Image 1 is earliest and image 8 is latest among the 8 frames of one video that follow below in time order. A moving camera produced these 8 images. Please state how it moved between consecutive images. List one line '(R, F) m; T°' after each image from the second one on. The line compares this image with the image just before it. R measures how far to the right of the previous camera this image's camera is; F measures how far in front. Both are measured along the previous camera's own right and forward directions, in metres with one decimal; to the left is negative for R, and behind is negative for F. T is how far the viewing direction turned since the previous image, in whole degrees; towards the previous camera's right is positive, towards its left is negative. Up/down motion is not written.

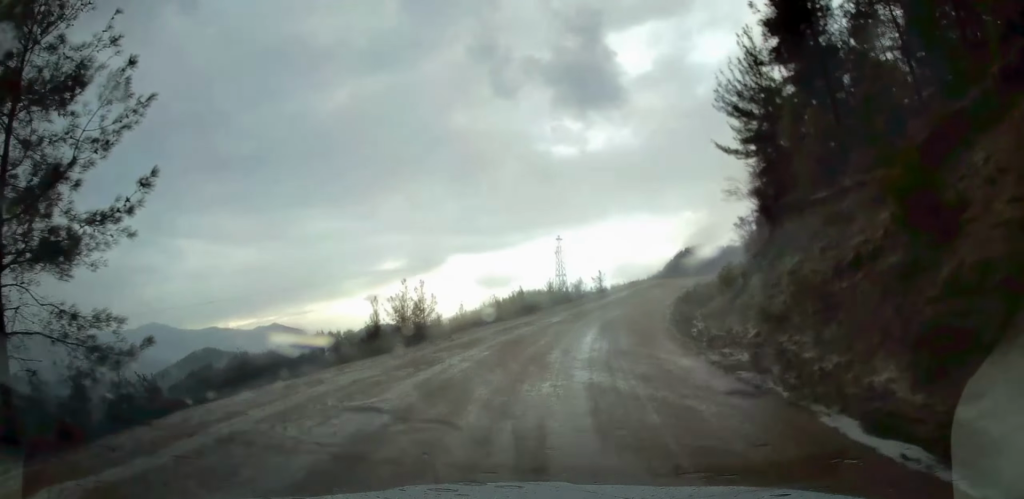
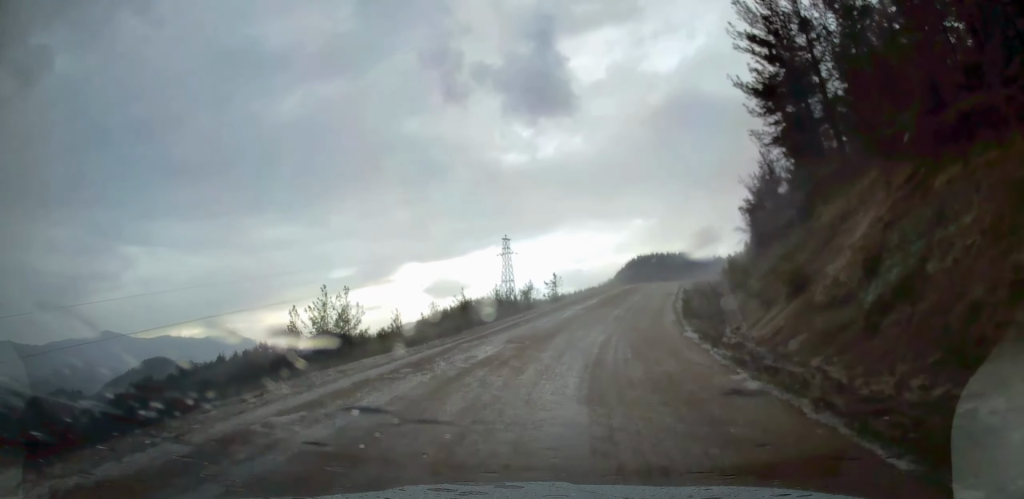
(+0.5, +12.9) m; +5°
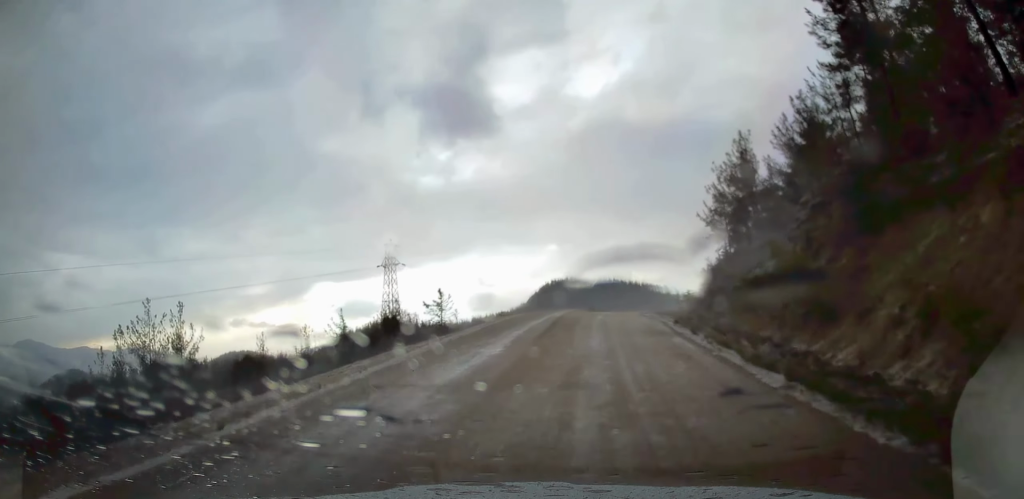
(+1.6, +19.9) m; +9°
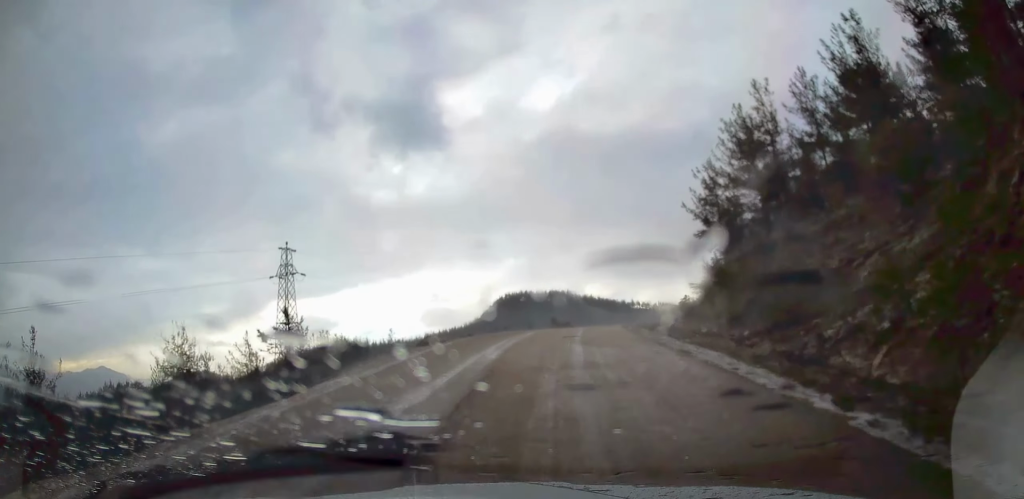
(+0.7, +15.3) m; +3°
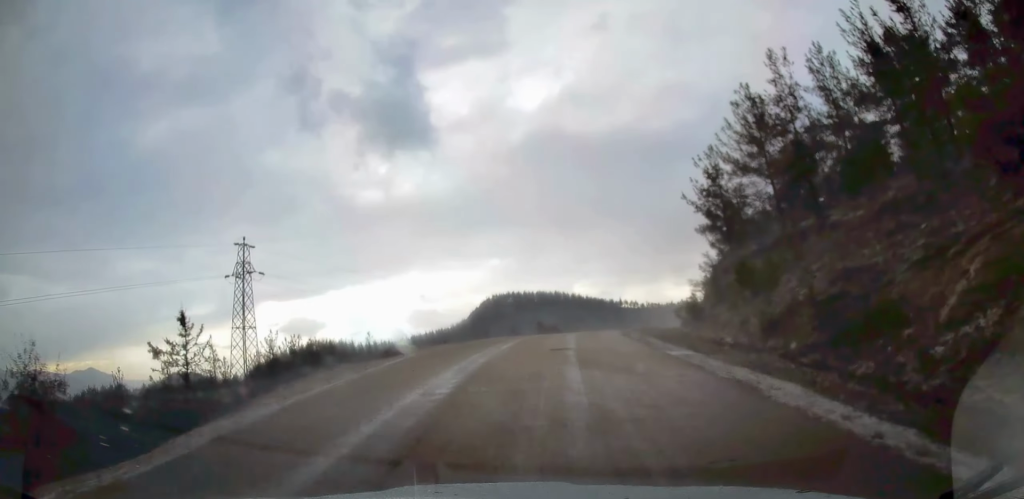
(0.0, +5.2) m; 0°
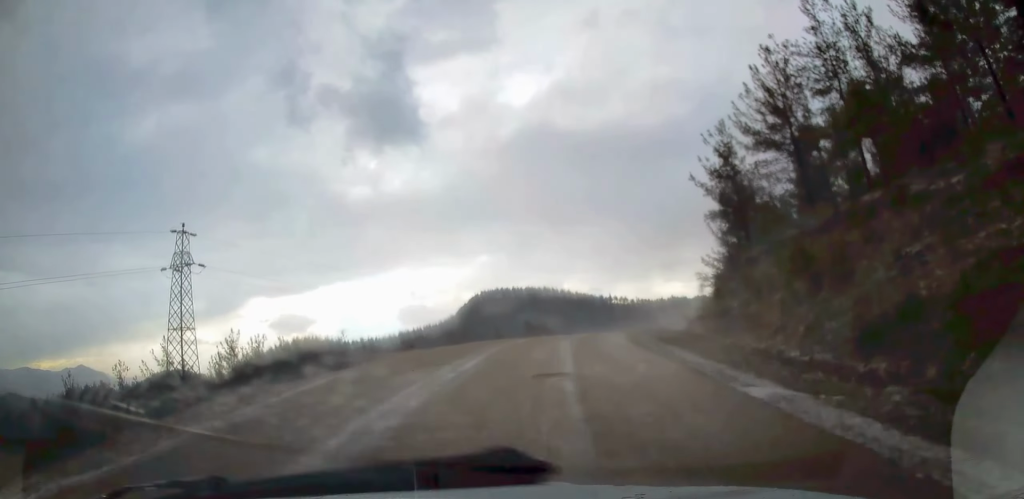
(0.0, +6.6) m; +1°
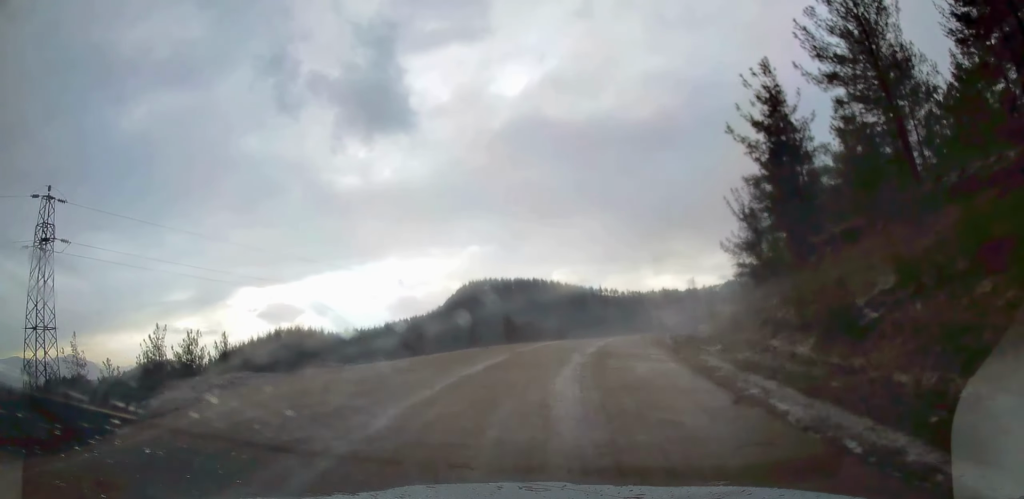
(+0.1, +11.4) m; +2°
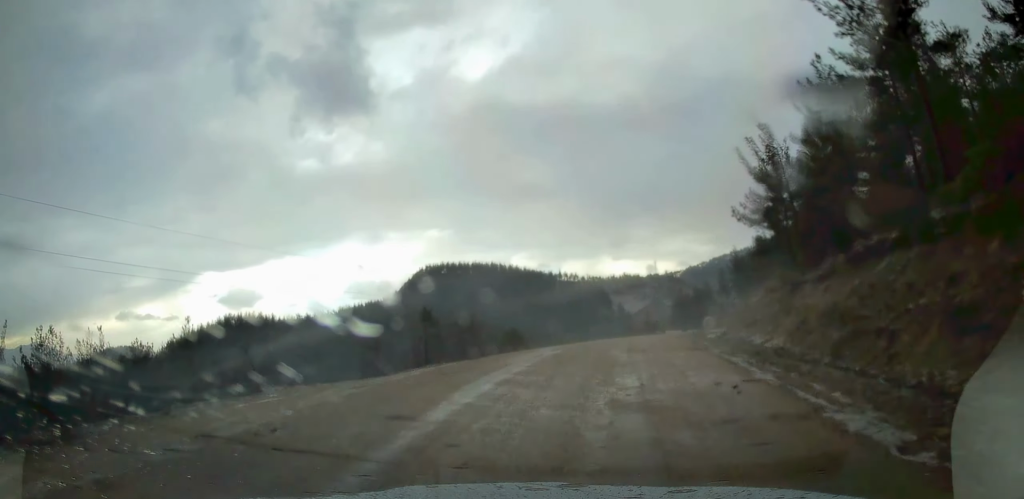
(+0.2, +14.9) m; +3°
